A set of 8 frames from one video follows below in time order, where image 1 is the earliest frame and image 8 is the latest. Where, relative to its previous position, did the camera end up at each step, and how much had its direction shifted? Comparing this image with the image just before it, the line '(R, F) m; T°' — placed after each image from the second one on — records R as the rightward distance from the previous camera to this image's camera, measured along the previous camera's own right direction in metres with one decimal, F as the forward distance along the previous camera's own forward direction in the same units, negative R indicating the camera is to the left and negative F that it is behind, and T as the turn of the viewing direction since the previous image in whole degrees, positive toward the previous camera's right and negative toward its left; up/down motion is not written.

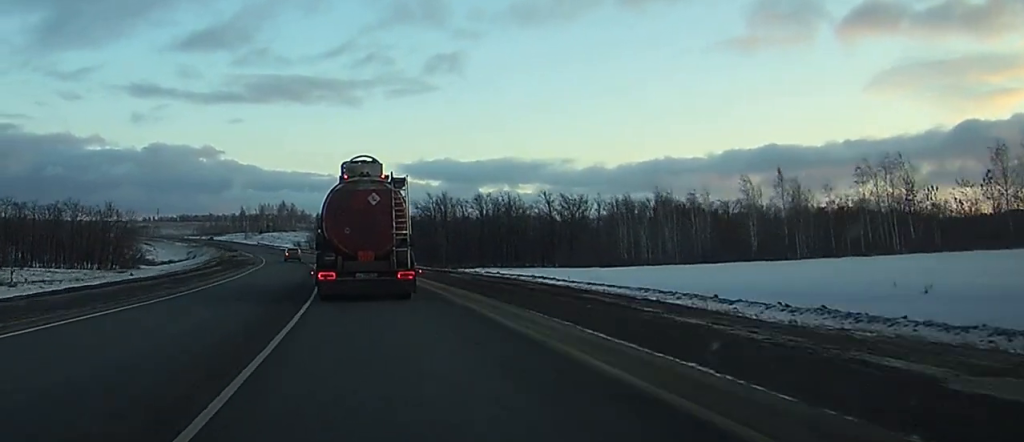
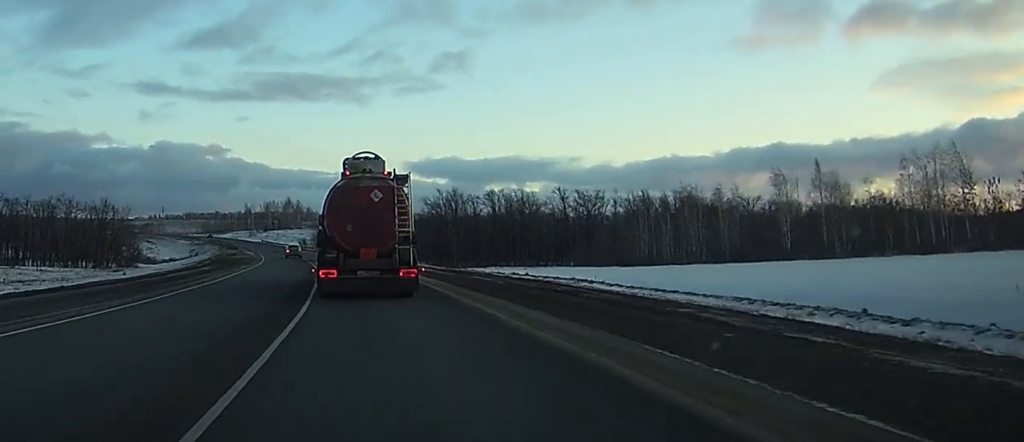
(0.0, +7.3) m; 0°
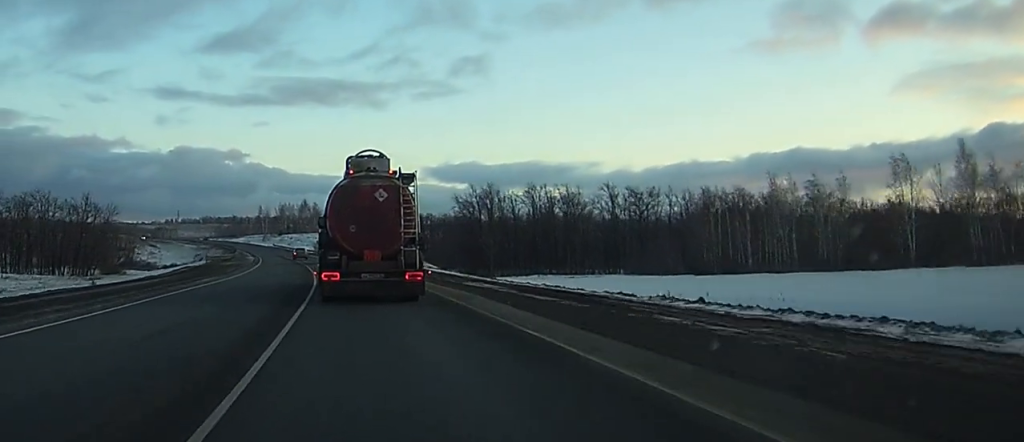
(0.0, +22.0) m; -1°
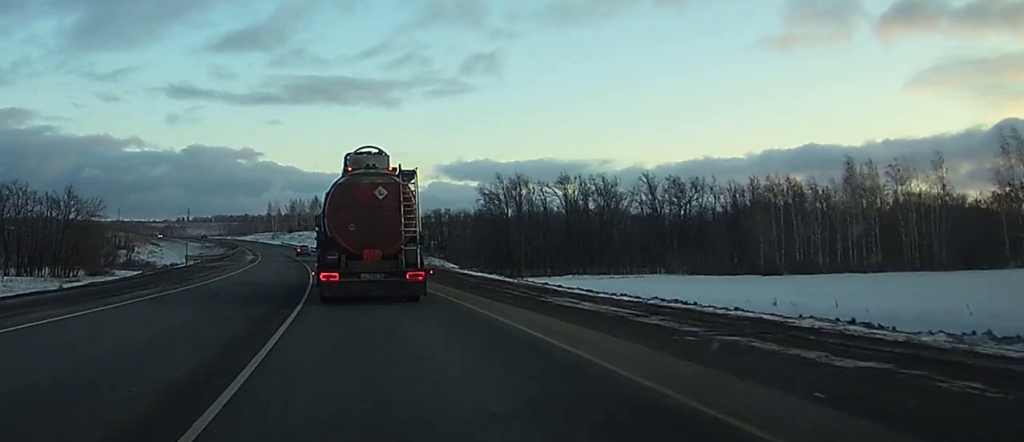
(-0.2, +14.7) m; -1°
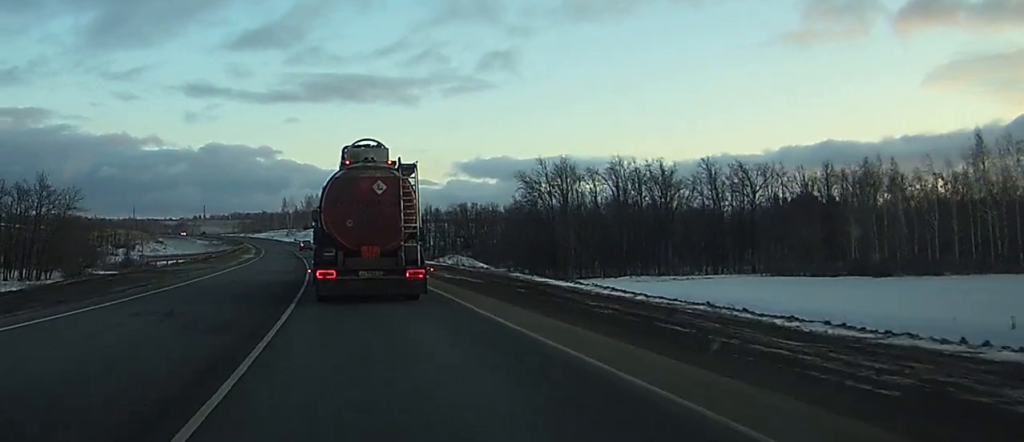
(-0.2, +18.2) m; -1°
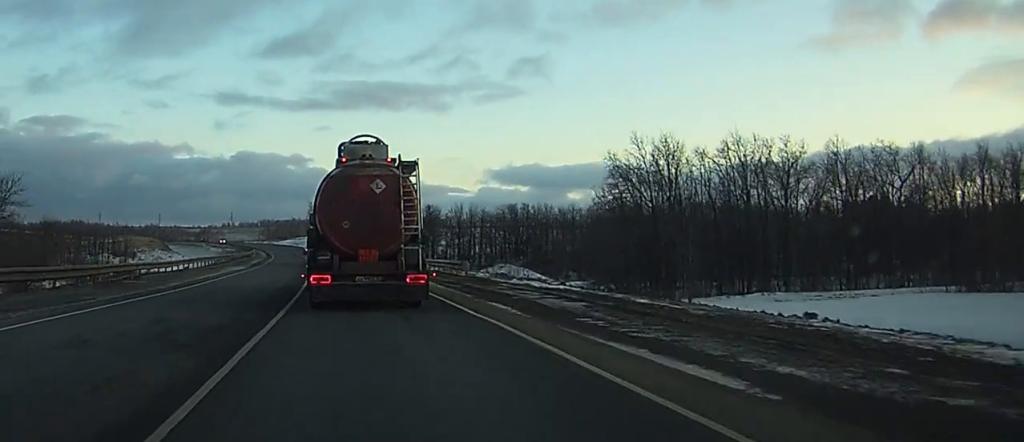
(-0.3, +27.8) m; -2°
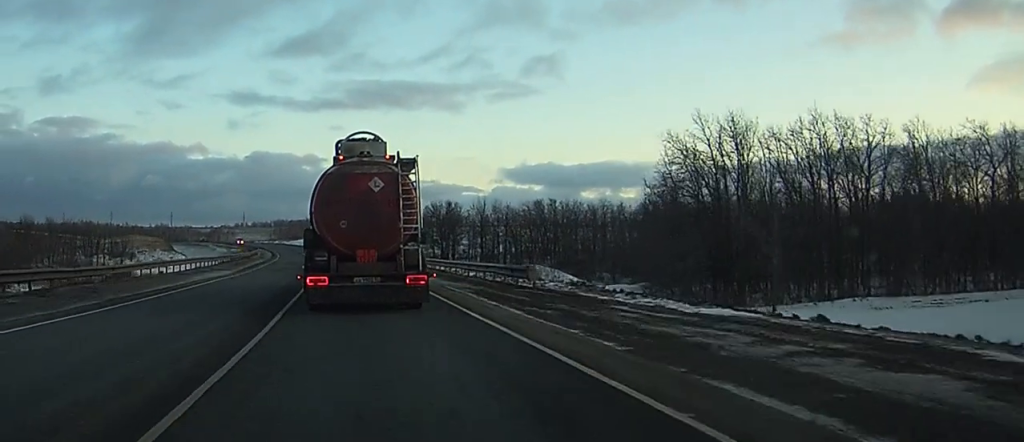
(-0.1, +13.0) m; -1°
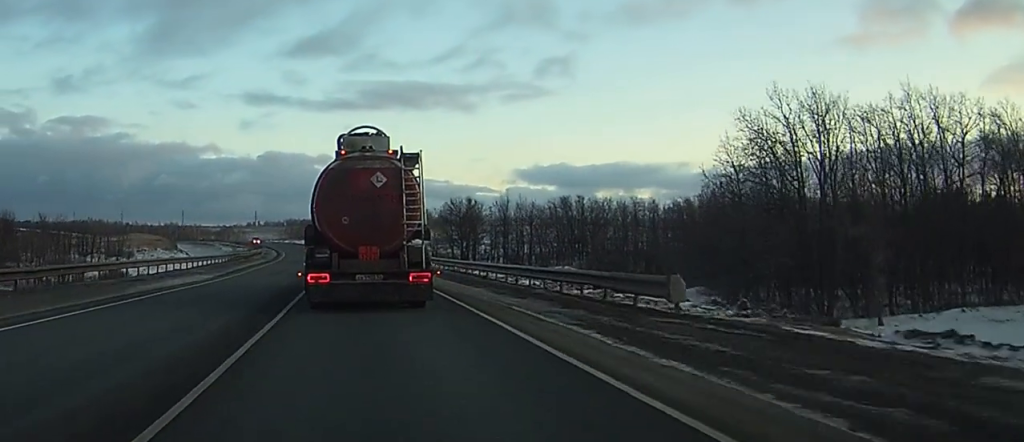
(-0.1, +11.8) m; -1°
